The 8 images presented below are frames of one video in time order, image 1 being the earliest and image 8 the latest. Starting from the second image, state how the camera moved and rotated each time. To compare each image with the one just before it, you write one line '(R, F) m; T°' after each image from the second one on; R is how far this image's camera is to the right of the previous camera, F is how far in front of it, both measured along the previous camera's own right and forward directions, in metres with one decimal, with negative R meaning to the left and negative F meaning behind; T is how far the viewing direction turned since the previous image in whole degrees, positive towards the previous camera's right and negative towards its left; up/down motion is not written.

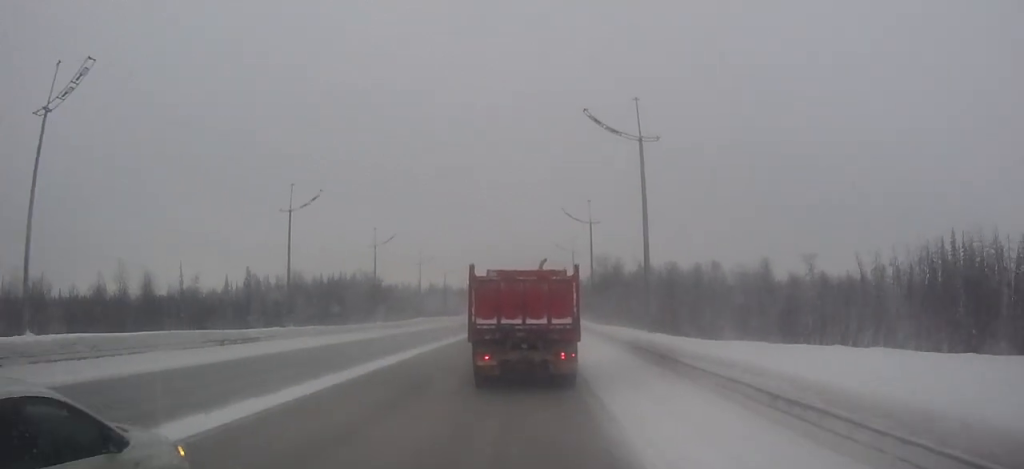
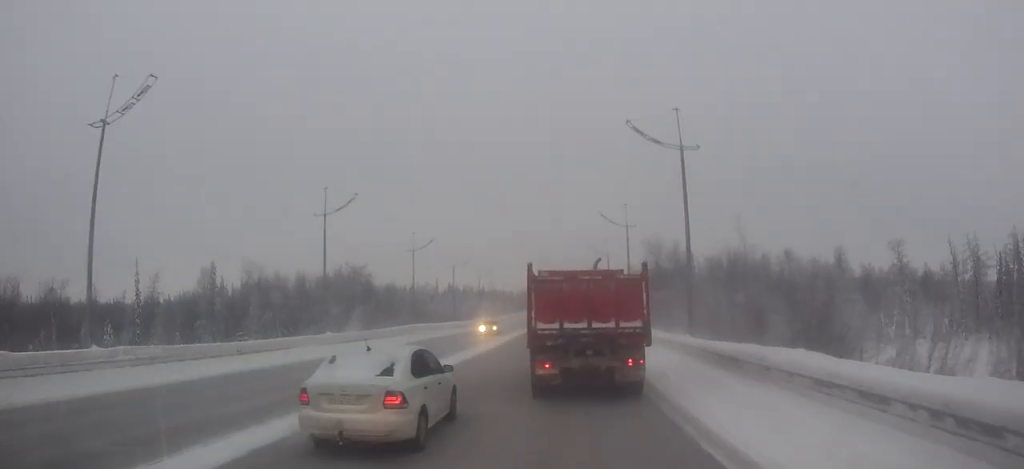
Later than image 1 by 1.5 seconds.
(-0.4, +24.9) m; -1°
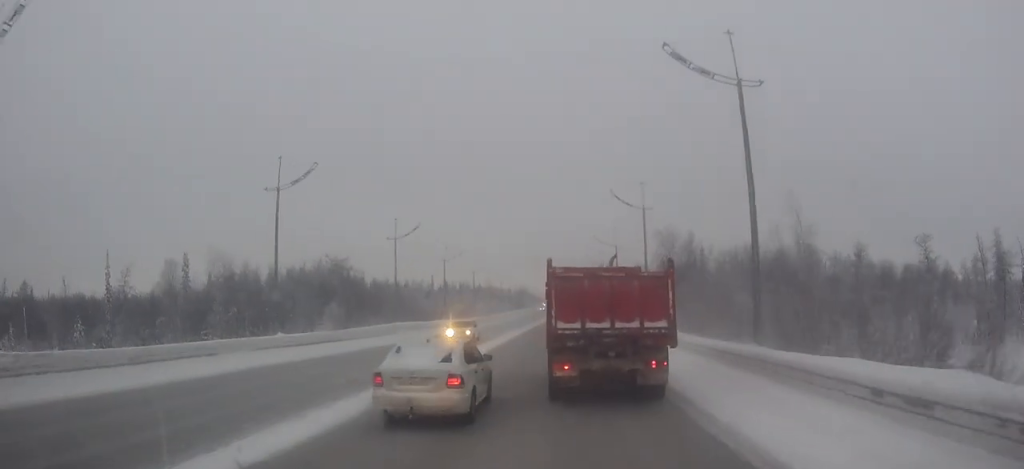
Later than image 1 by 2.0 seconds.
(0.0, +8.6) m; 0°
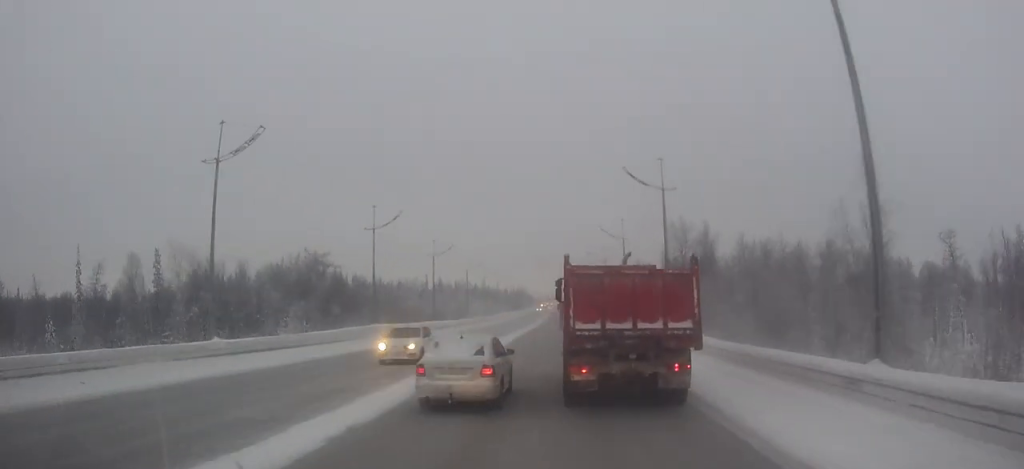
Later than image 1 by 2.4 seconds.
(0.0, +7.5) m; 0°
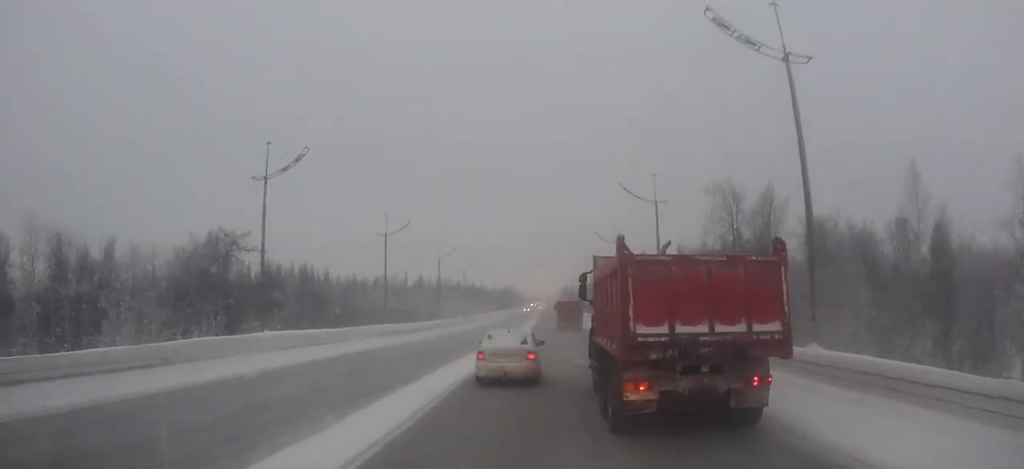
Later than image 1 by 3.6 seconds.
(+0.2, +20.6) m; +1°
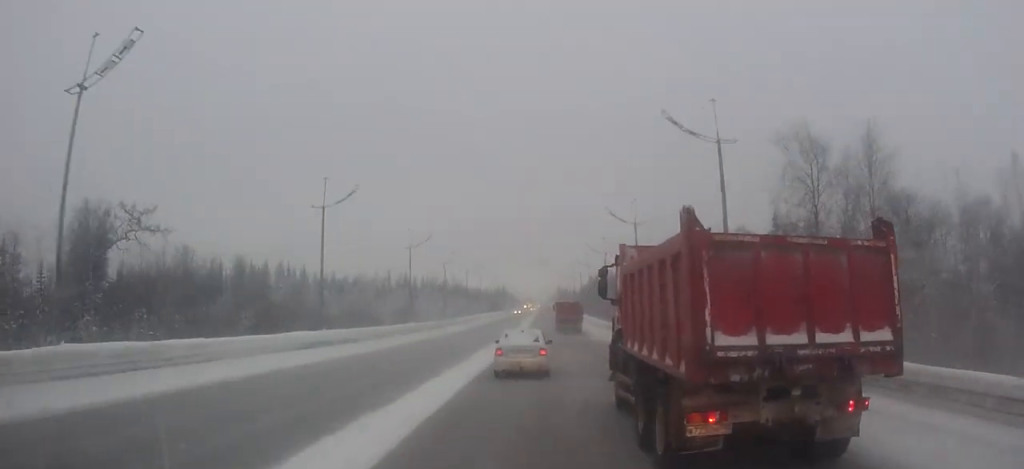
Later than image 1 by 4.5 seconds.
(+0.1, +15.7) m; +1°
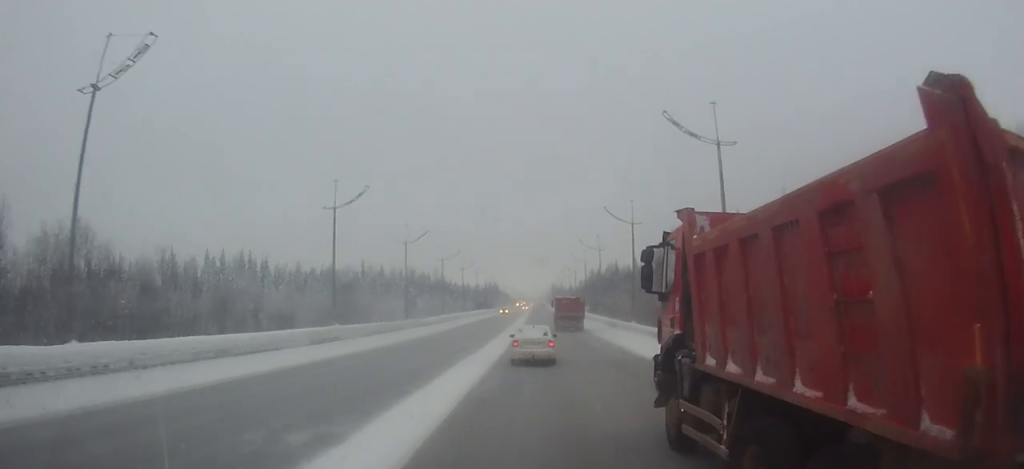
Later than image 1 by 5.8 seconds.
(+0.1, +24.6) m; 0°
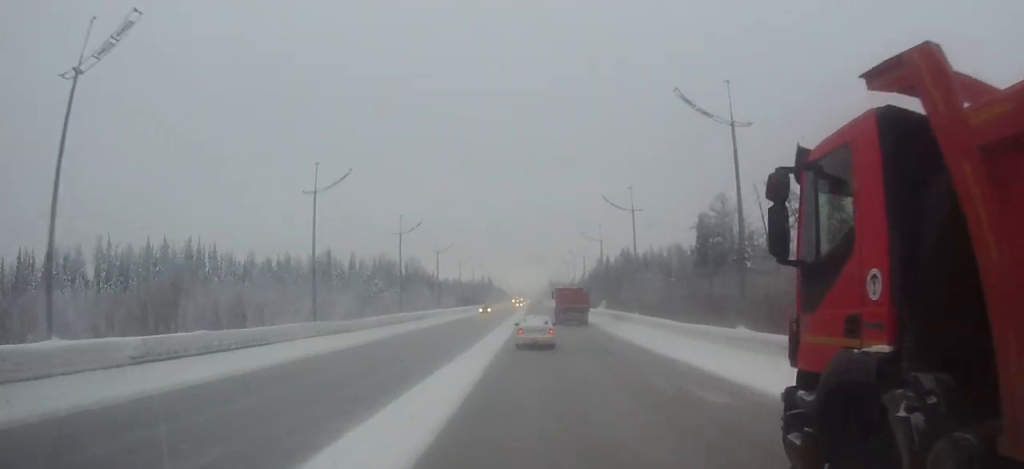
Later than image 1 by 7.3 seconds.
(0.0, +27.9) m; 0°
